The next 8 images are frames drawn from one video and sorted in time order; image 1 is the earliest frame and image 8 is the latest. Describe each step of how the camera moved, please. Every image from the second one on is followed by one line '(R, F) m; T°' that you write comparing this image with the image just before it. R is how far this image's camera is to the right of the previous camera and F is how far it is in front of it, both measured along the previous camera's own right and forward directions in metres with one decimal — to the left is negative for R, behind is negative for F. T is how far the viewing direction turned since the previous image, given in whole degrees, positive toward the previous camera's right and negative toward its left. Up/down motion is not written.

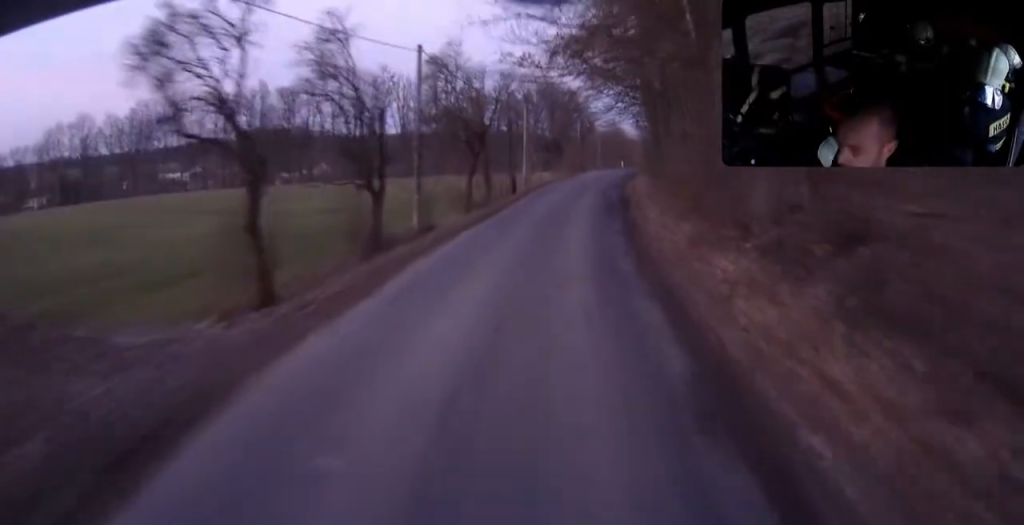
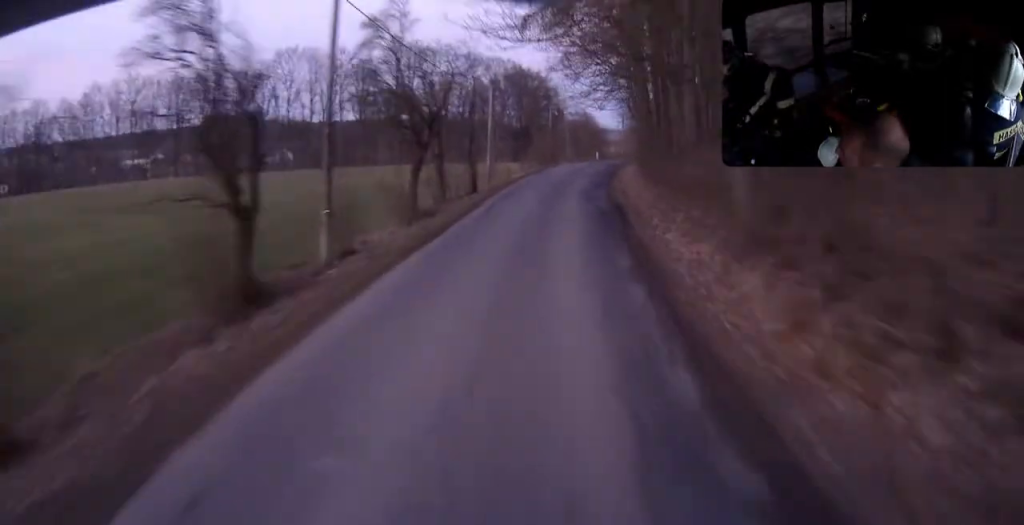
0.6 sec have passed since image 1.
(-0.1, +9.8) m; +1°
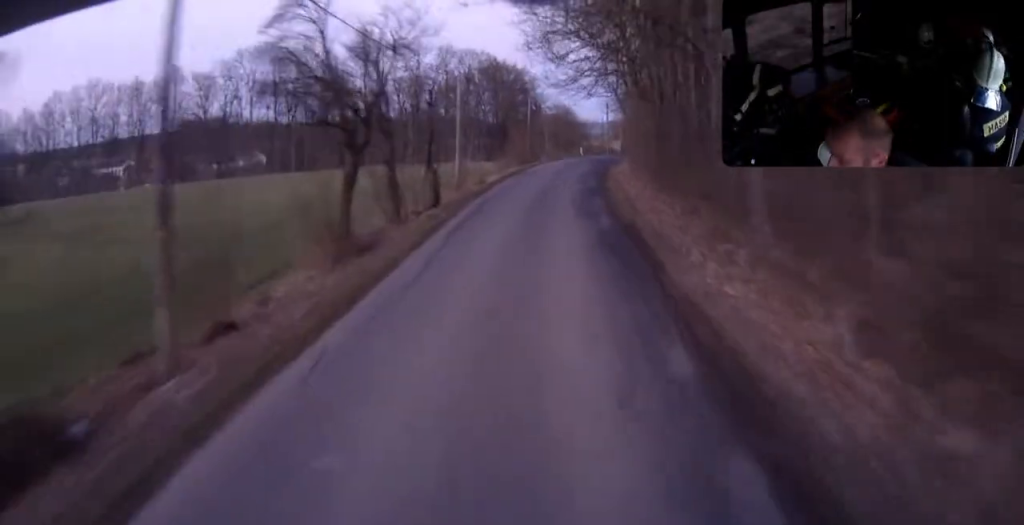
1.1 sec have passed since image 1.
(+0.2, +8.8) m; 0°
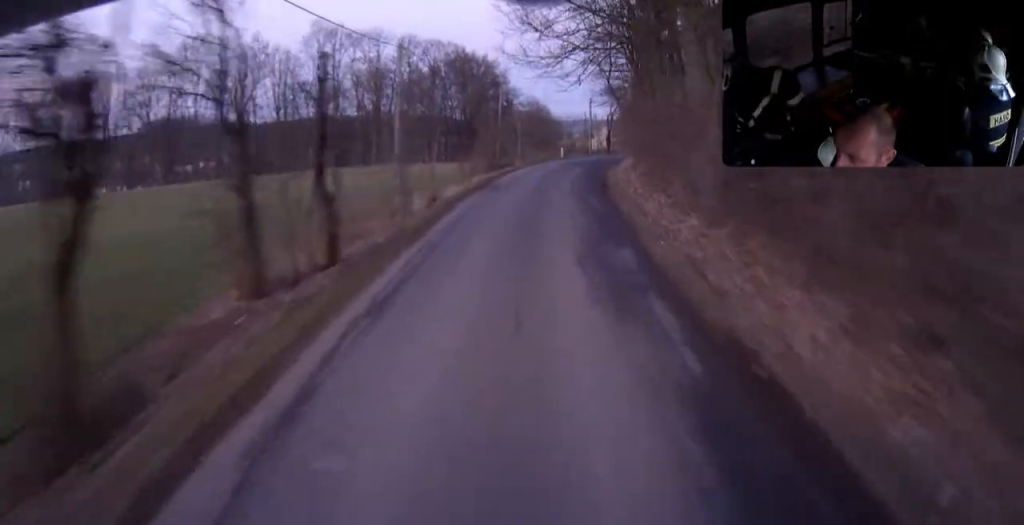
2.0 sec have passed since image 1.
(+0.2, +14.6) m; 0°
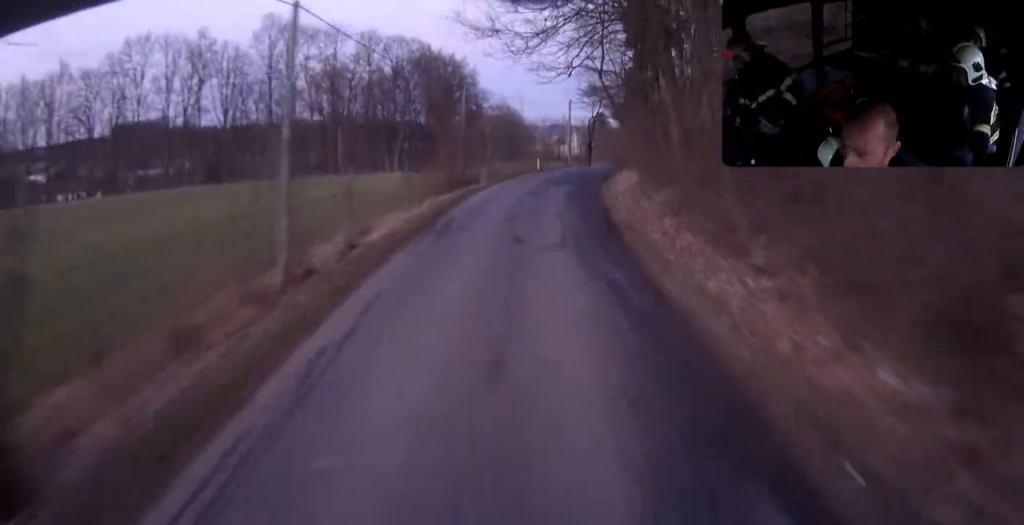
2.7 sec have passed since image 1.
(-0.3, +12.6) m; -1°
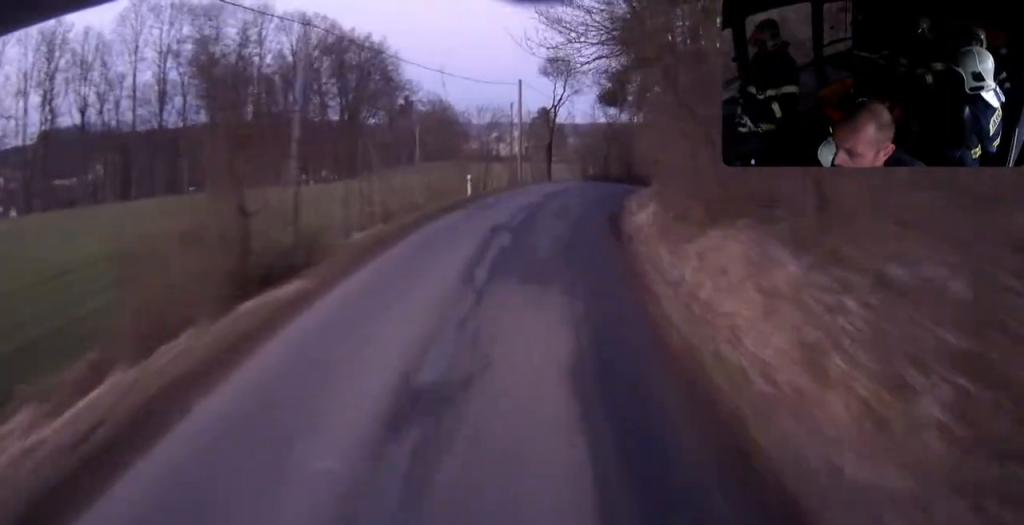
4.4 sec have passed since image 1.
(+1.6, +28.8) m; +10°
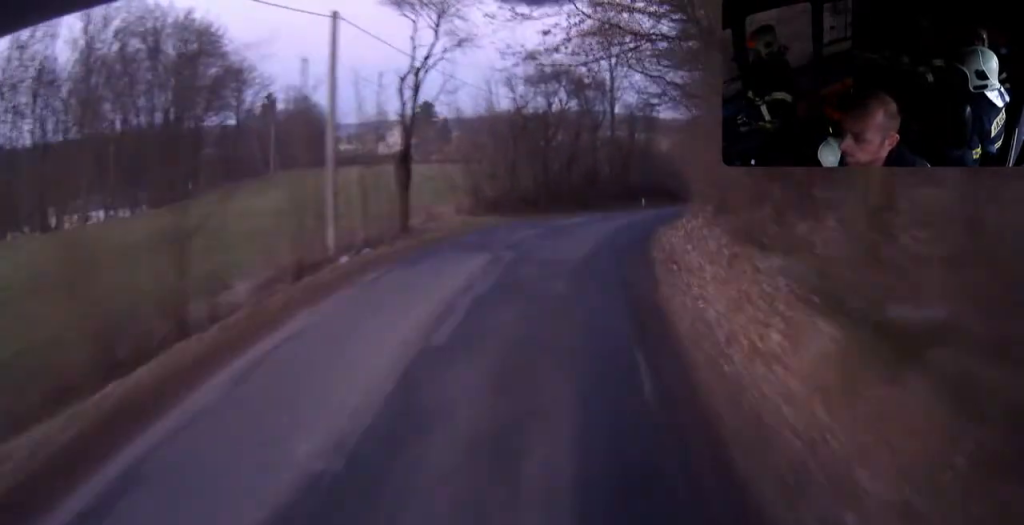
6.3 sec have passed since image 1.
(+3.5, +31.6) m; +11°
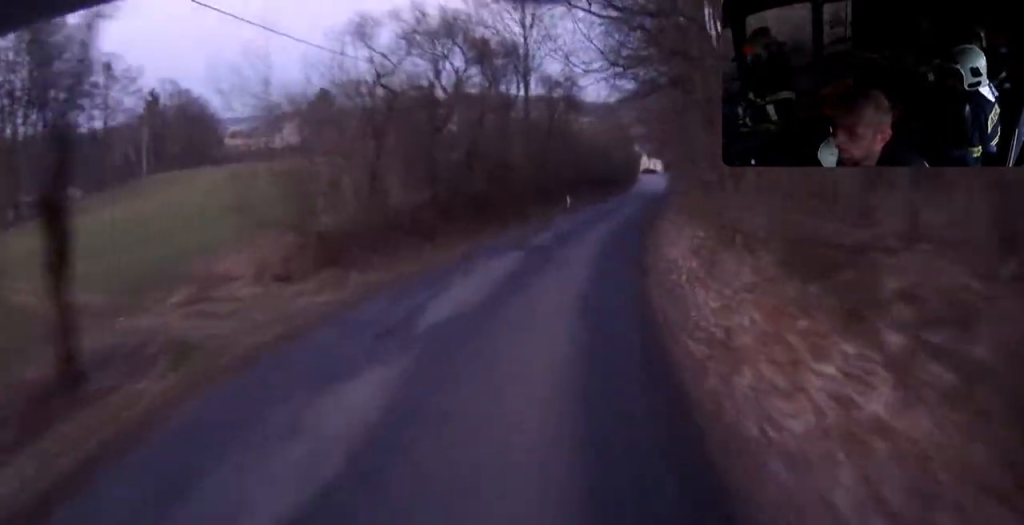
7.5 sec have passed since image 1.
(+1.2, +18.8) m; +2°
